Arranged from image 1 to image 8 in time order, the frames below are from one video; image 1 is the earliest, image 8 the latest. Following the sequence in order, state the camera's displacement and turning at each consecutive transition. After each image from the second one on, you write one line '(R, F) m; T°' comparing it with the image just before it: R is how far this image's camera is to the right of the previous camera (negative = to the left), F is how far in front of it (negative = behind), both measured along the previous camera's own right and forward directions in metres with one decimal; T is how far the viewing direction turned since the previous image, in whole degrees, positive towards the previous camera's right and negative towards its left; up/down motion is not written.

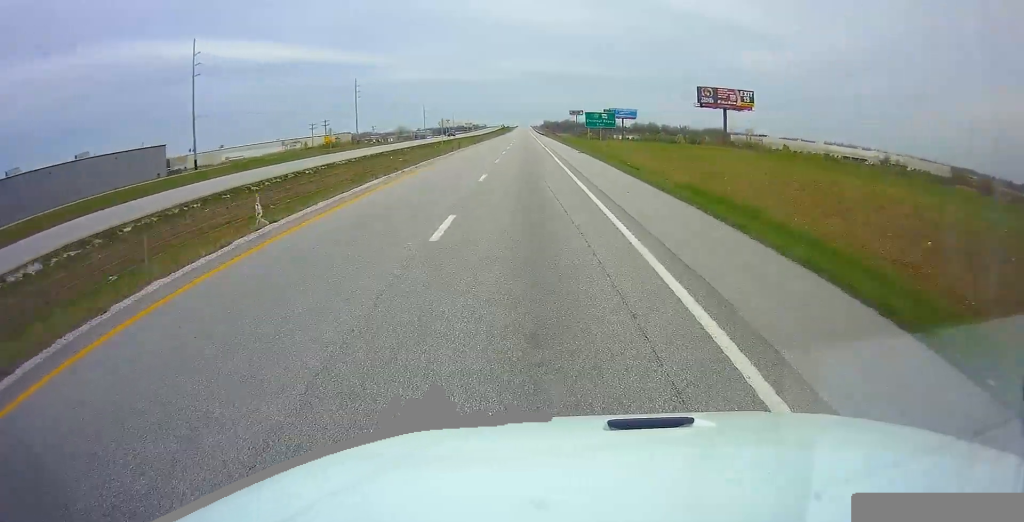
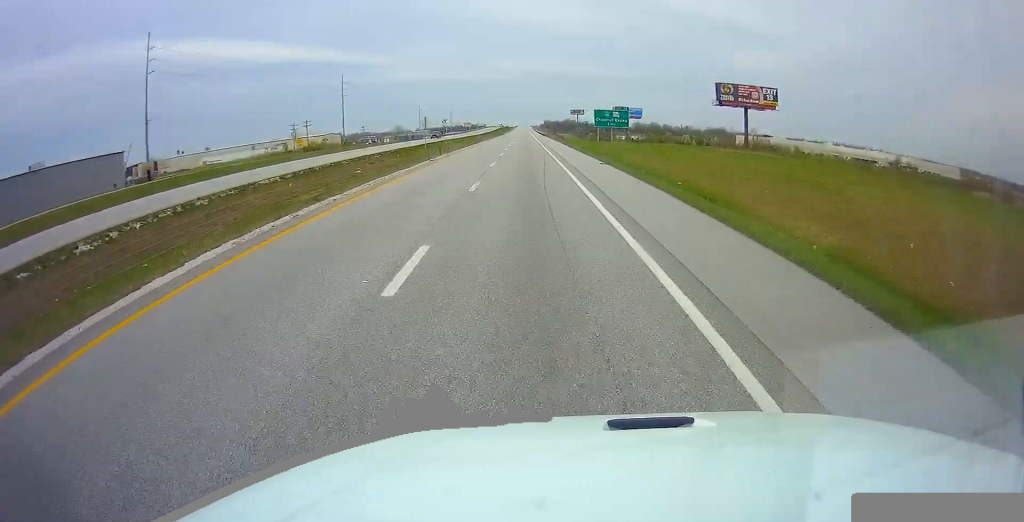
(-0.1, +15.5) m; 0°
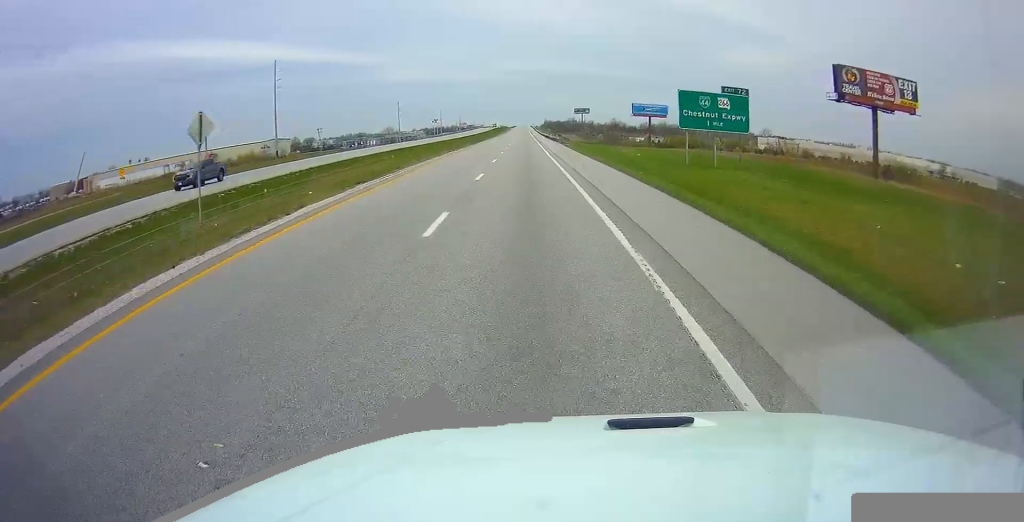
(-0.2, +55.9) m; 0°
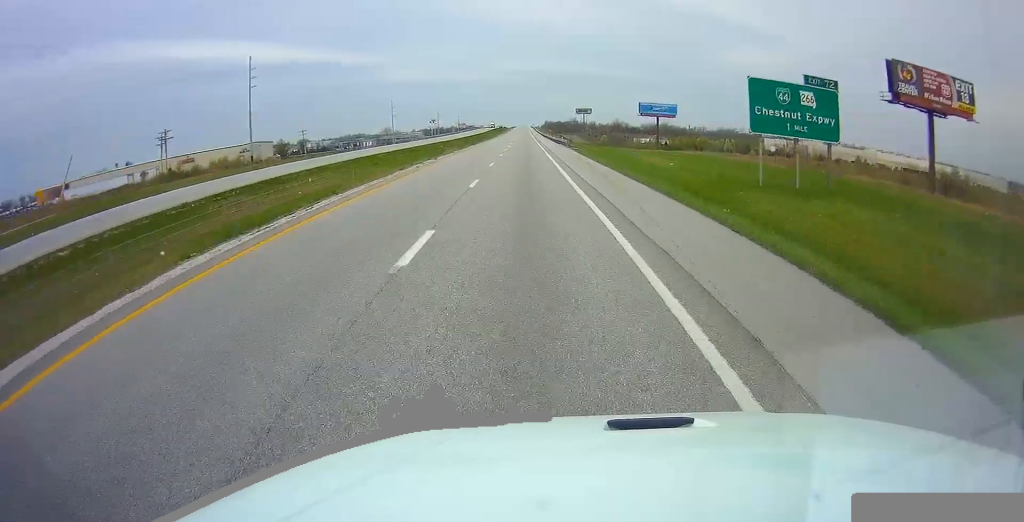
(0.0, +14.5) m; 0°
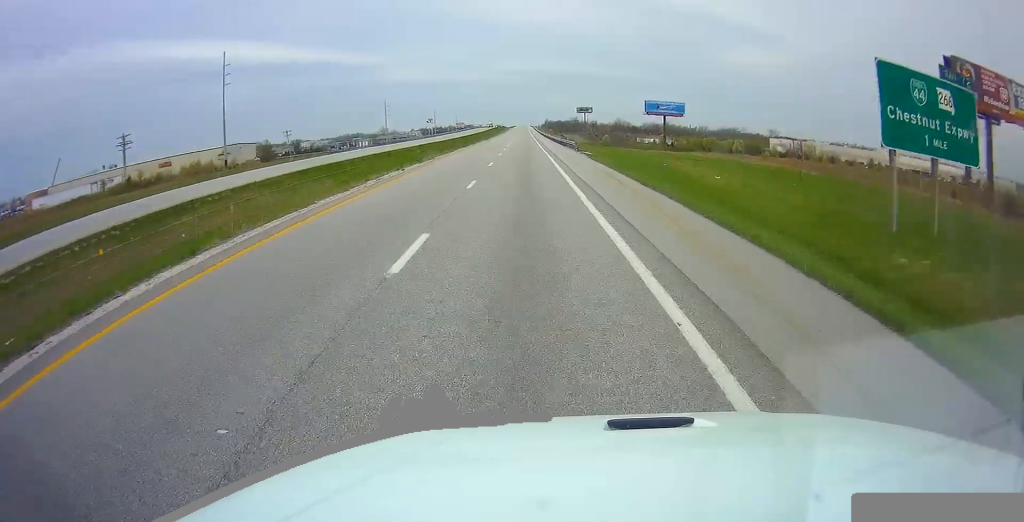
(+0.2, +12.5) m; 0°
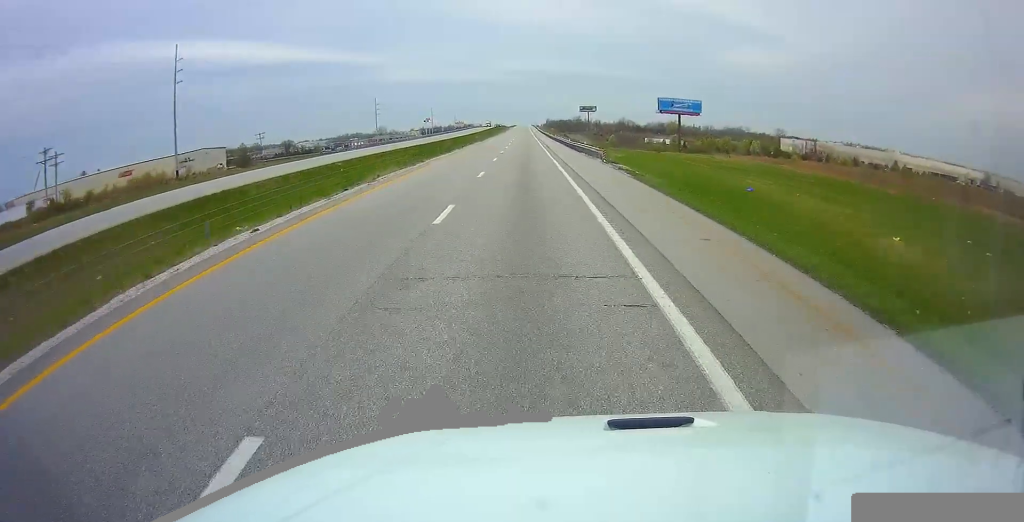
(+0.2, +19.8) m; 0°
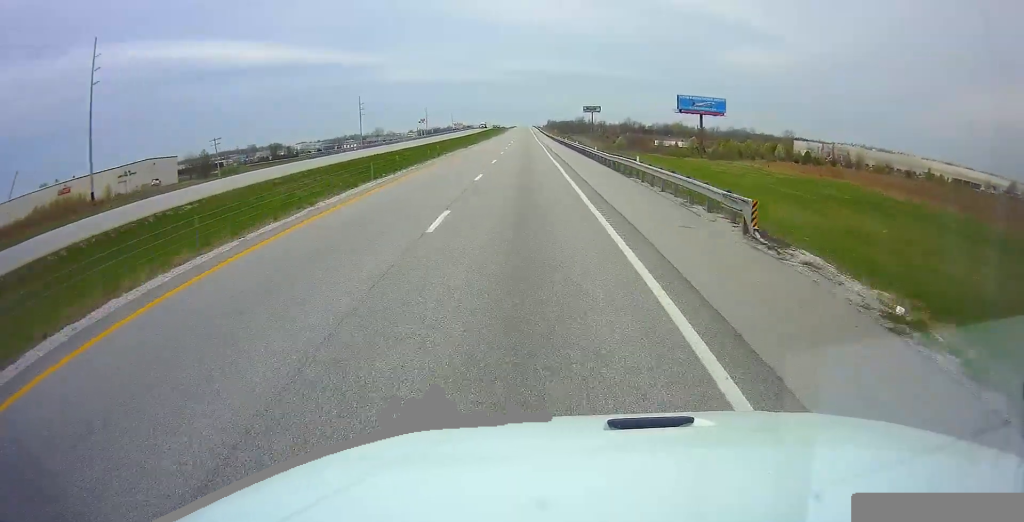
(-0.4, +24.9) m; -1°
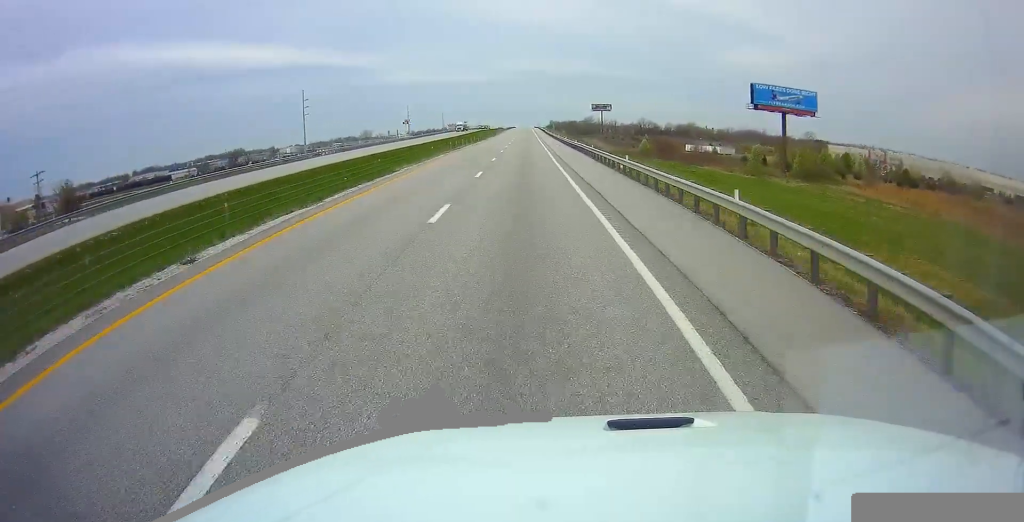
(+0.8, +59.2) m; +1°
